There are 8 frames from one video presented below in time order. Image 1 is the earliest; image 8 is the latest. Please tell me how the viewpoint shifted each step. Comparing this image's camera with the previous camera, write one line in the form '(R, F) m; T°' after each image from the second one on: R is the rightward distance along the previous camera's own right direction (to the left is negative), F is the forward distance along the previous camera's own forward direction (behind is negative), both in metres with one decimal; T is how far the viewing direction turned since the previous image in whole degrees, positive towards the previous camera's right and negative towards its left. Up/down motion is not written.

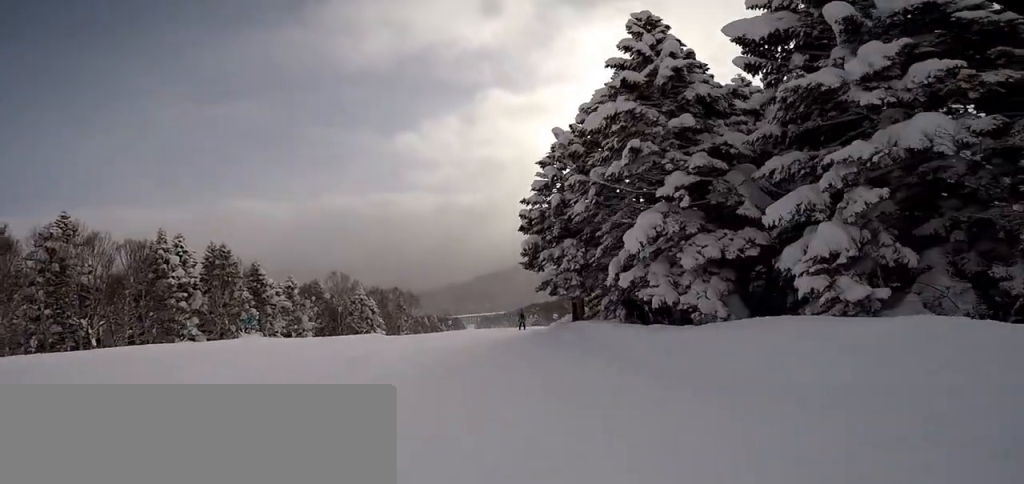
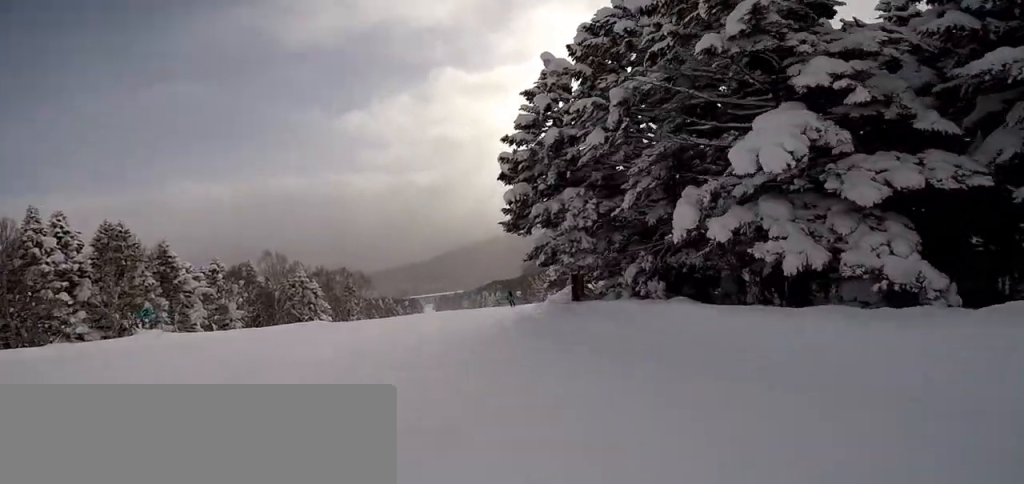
(+0.5, +5.7) m; +2°
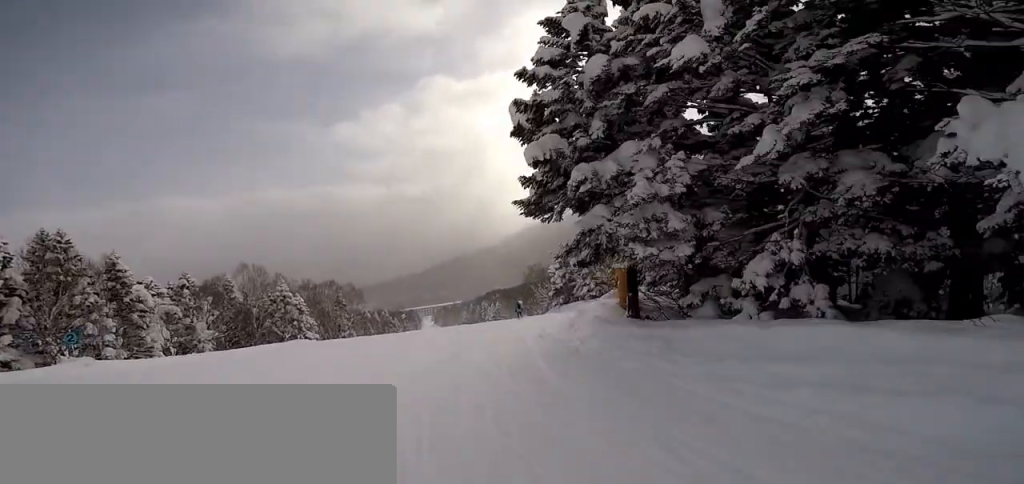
(0.0, +5.4) m; +1°
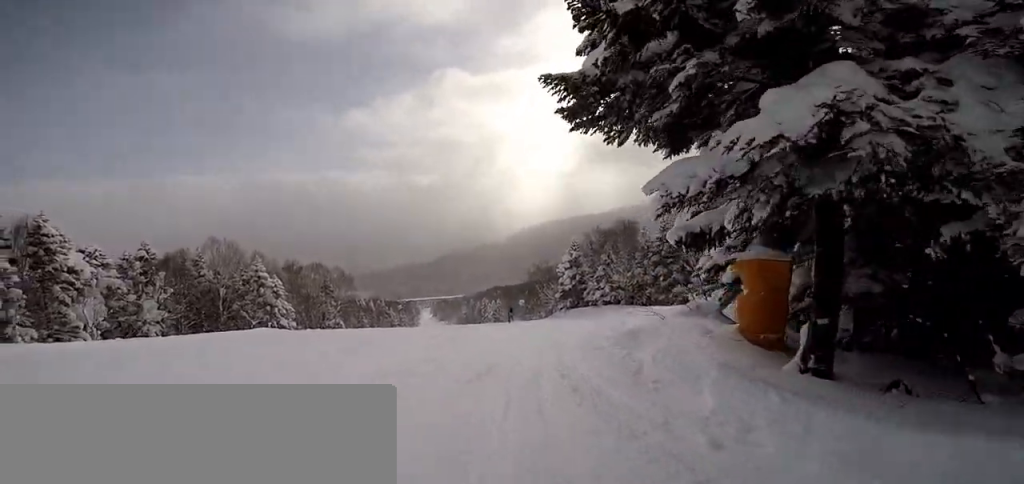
(-0.1, +6.3) m; -3°
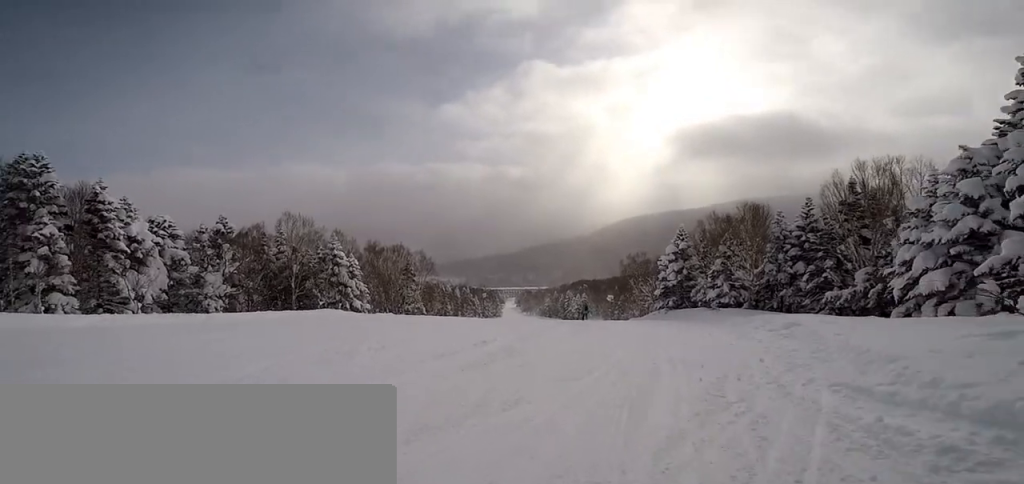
(+0.2, +6.2) m; -7°
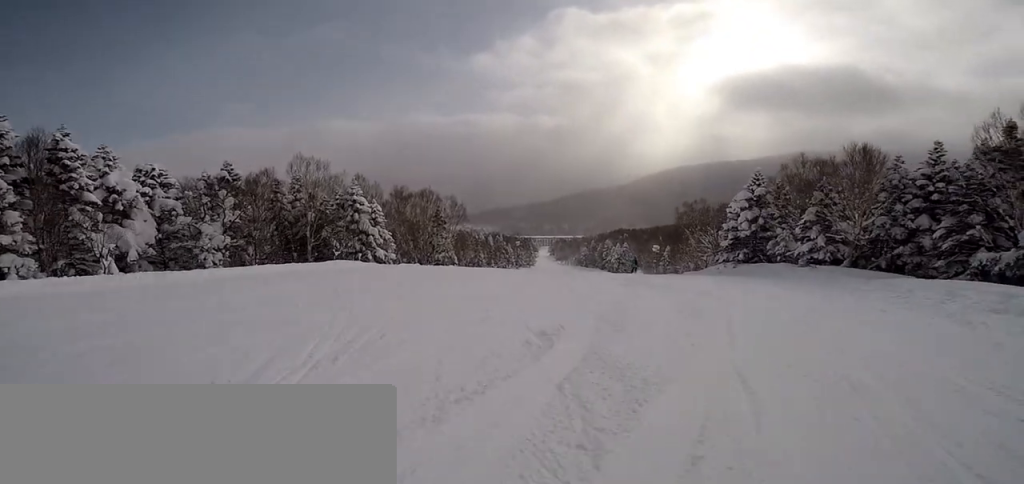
(-1.5, +5.1) m; +4°
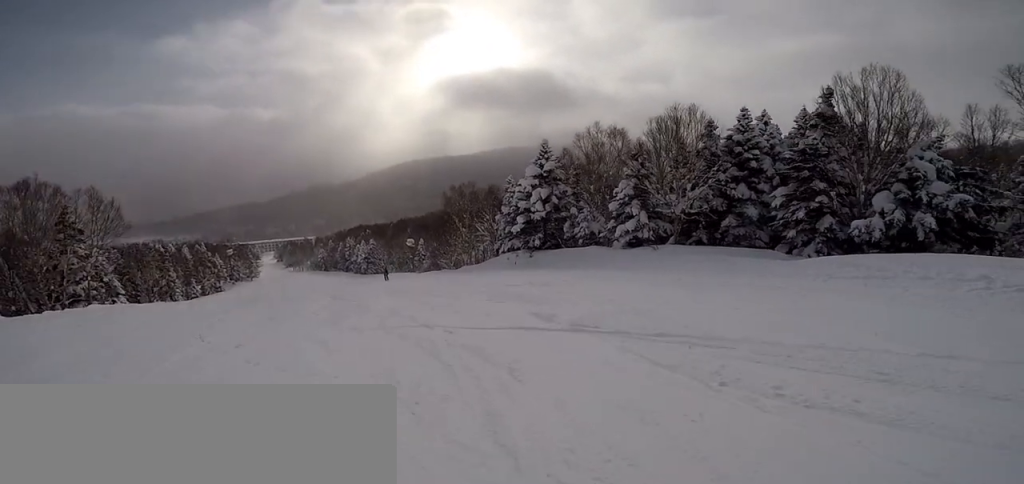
(+4.5, +13.1) m; +20°
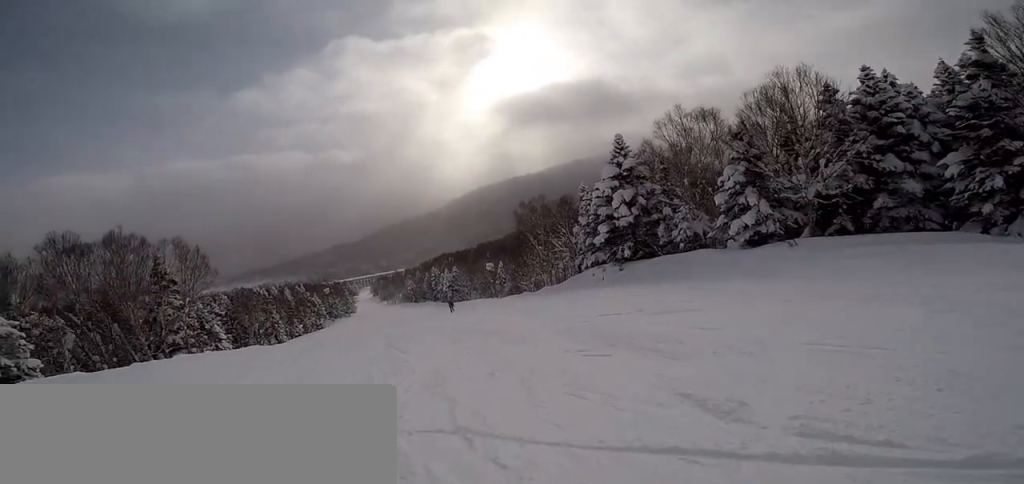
(0.0, +4.7) m; 0°
